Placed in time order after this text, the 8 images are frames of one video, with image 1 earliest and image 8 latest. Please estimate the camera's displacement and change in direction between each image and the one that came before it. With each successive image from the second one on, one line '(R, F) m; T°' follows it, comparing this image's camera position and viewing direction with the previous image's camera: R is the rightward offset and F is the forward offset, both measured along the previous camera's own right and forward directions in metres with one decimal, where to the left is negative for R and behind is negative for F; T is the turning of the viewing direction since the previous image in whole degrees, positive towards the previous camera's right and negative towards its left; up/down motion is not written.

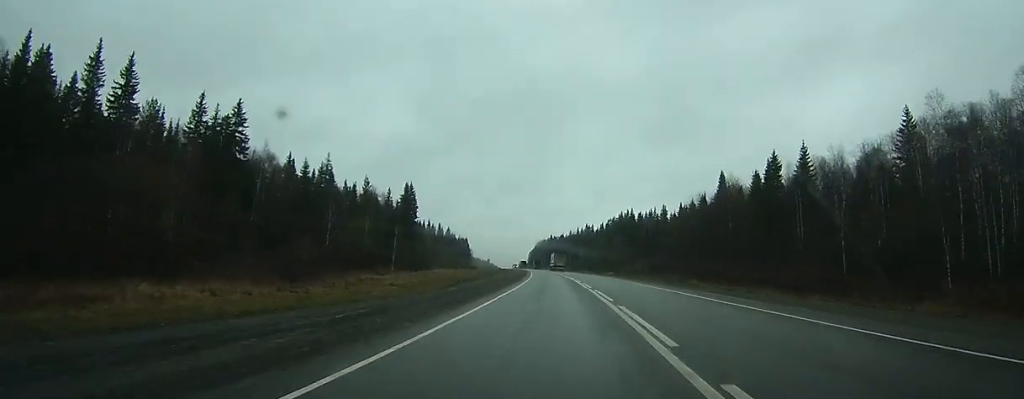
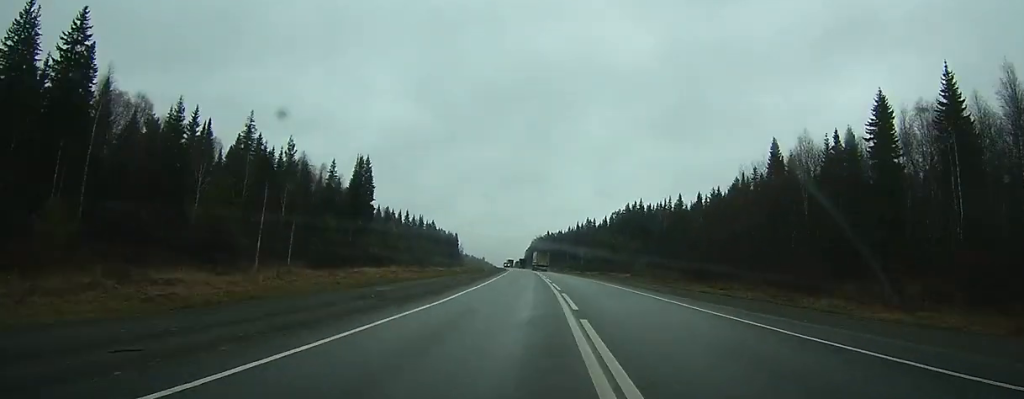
(+0.1, +39.2) m; 0°
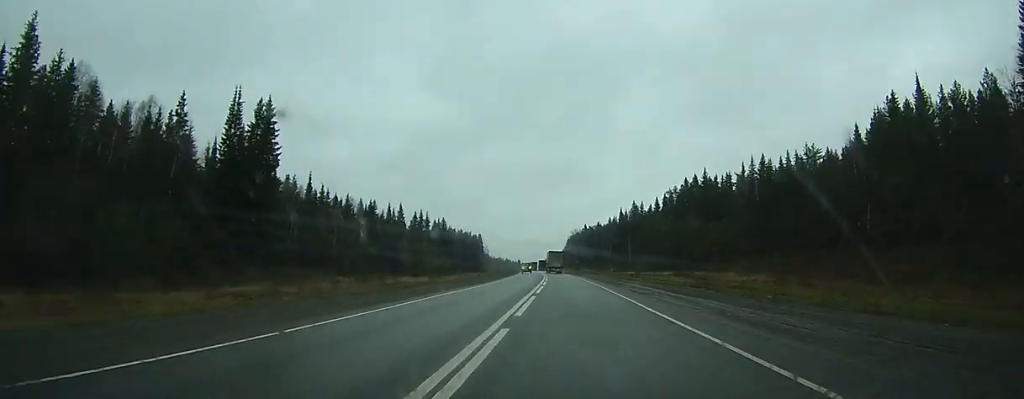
(-0.5, +61.6) m; -2°
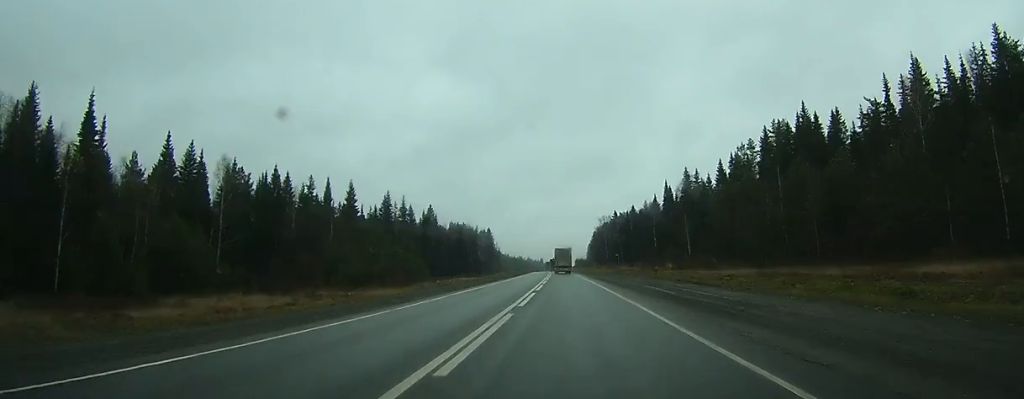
(-0.2, +66.3) m; +2°
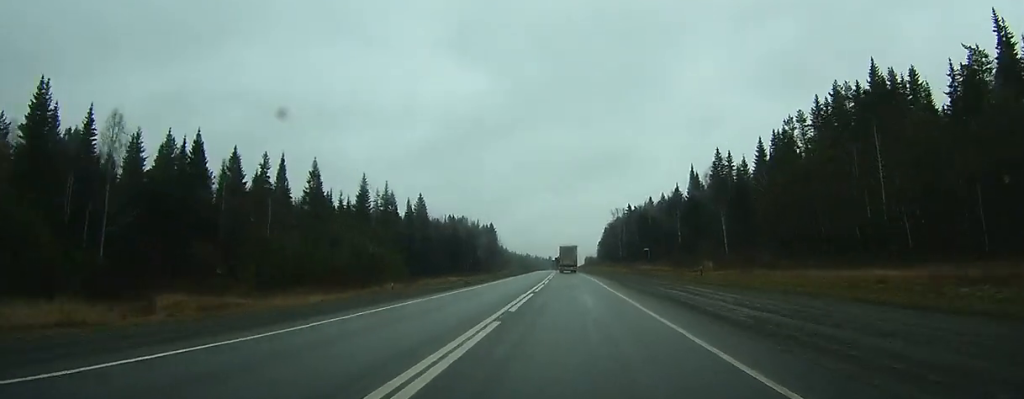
(+2.7, +25.8) m; -3°
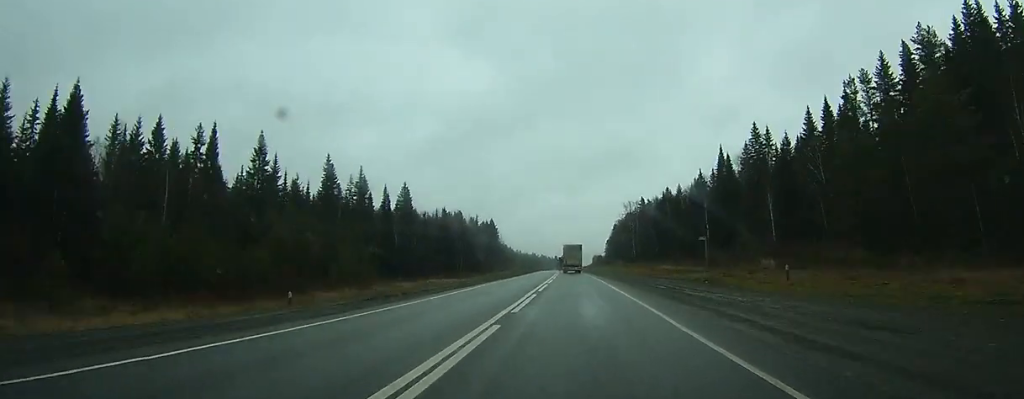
(+2.2, +24.1) m; -3°
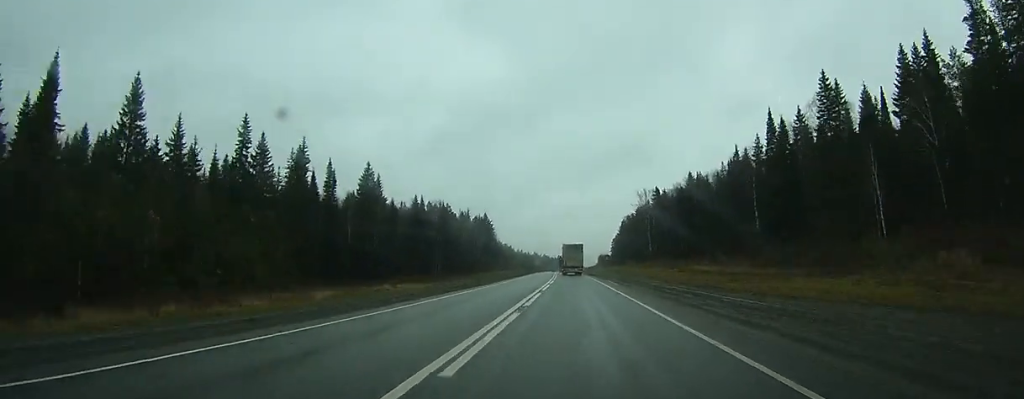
(-6.2, +33.7) m; -4°
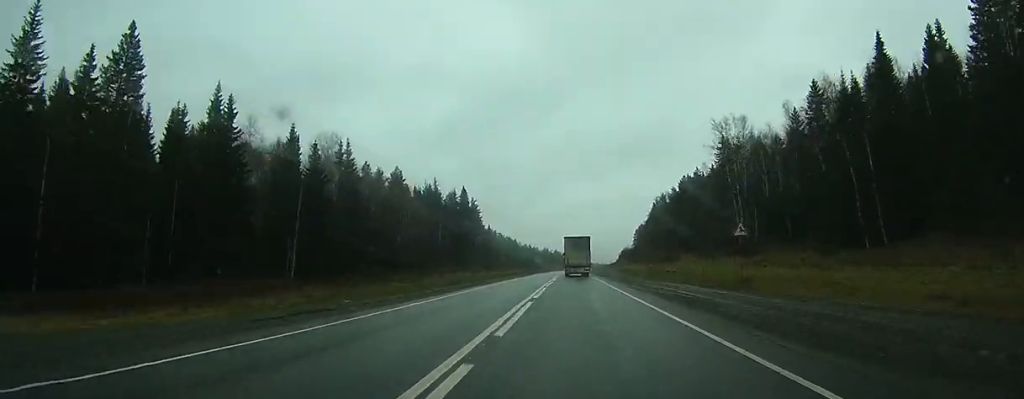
(-0.6, +83.7) m; +2°
